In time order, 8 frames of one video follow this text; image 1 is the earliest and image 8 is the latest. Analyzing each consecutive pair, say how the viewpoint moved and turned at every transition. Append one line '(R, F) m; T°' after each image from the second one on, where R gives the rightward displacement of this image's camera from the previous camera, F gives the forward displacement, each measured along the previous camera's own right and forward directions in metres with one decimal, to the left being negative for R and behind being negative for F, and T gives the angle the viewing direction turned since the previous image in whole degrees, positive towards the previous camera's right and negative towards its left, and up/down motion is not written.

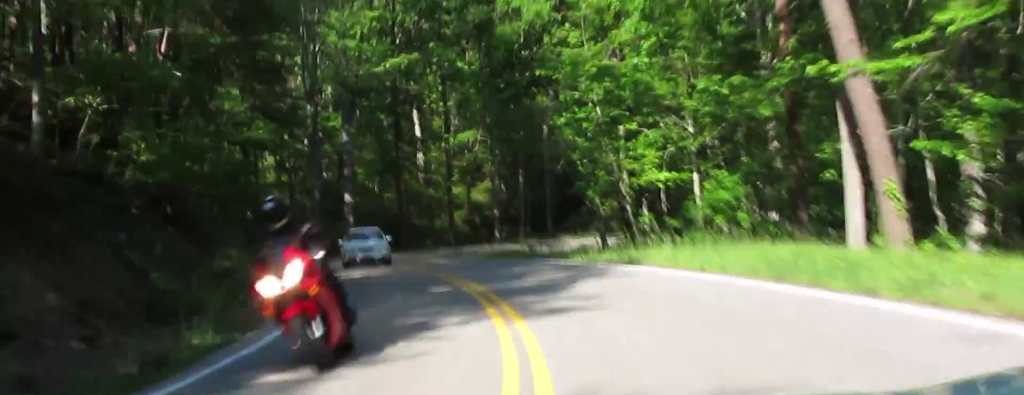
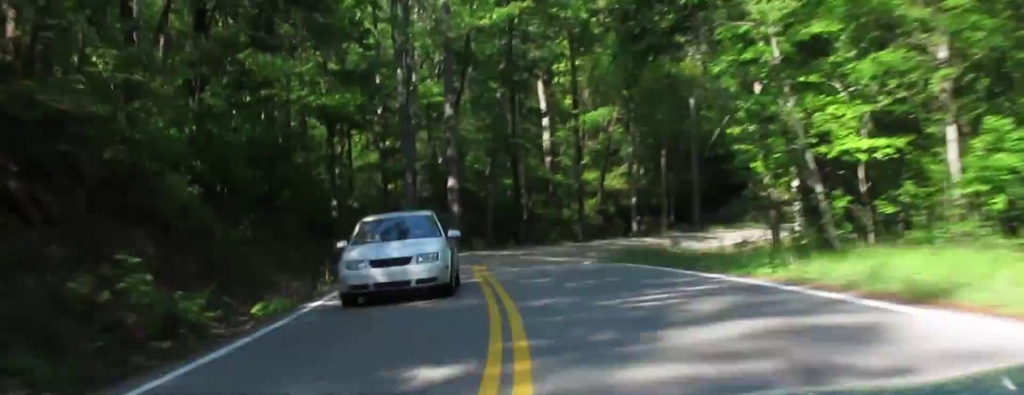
(+0.4, +11.9) m; +5°
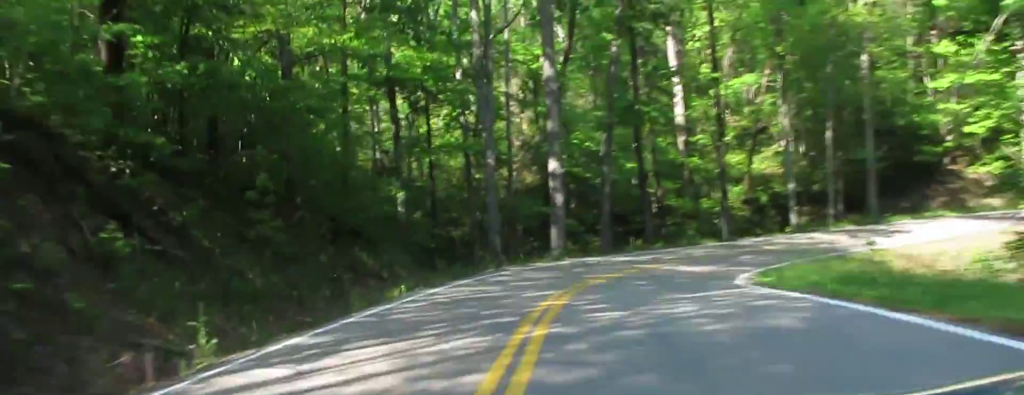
(+0.8, +13.4) m; +5°
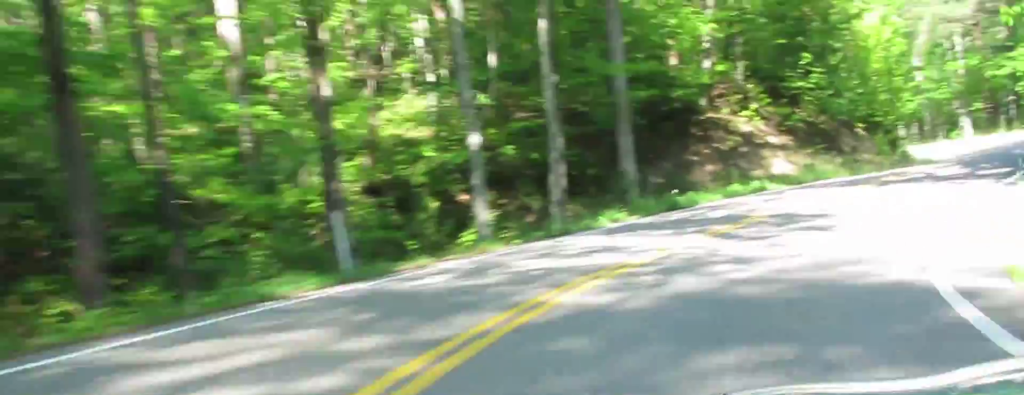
(+6.7, +30.2) m; +23°
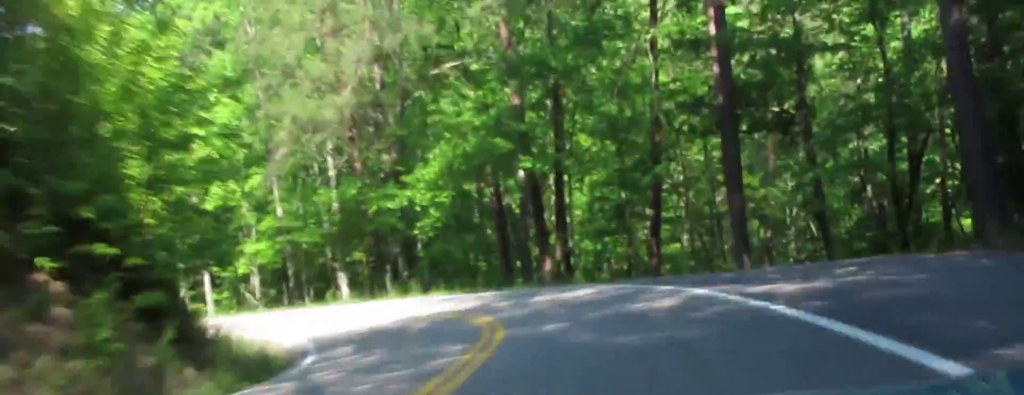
(-0.2, +32.6) m; -11°
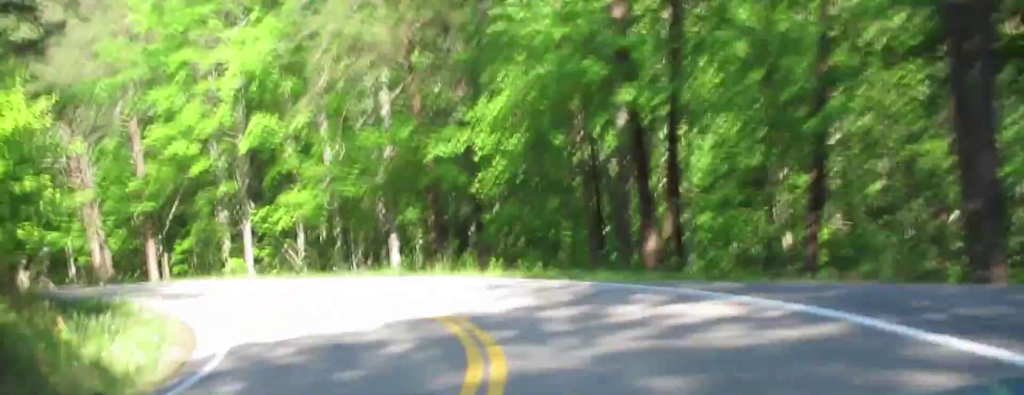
(-1.7, +14.1) m; -6°
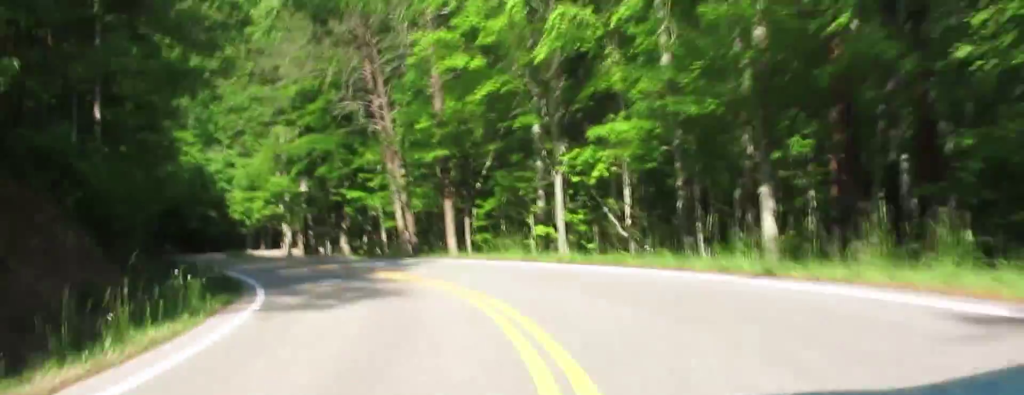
(-1.1, +27.0) m; -6°
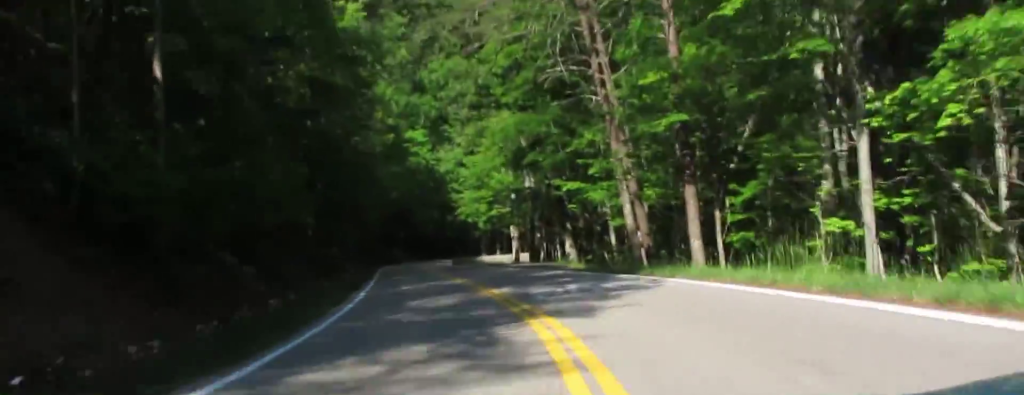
(-1.0, +17.4) m; -4°
